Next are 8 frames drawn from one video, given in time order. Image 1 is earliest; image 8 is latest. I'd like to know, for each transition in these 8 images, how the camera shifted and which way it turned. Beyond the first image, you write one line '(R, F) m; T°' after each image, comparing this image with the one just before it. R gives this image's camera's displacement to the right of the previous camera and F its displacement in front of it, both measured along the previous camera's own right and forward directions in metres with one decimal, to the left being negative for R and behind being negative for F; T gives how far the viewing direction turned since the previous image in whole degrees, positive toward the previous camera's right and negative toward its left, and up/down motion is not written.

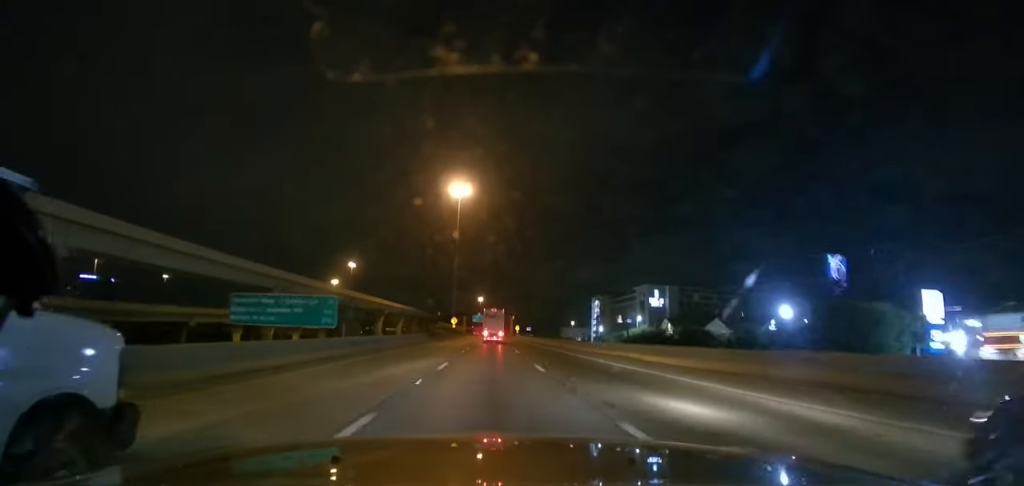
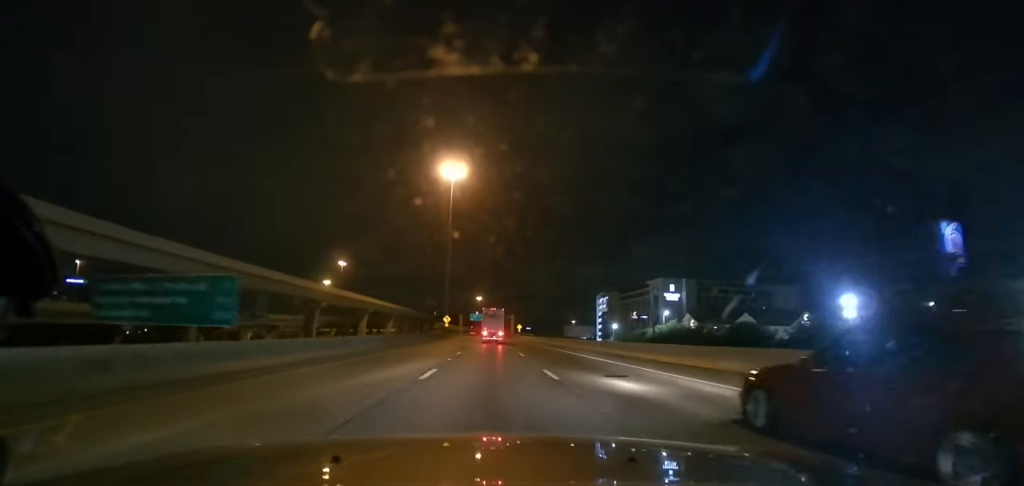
(-0.2, +15.6) m; -1°
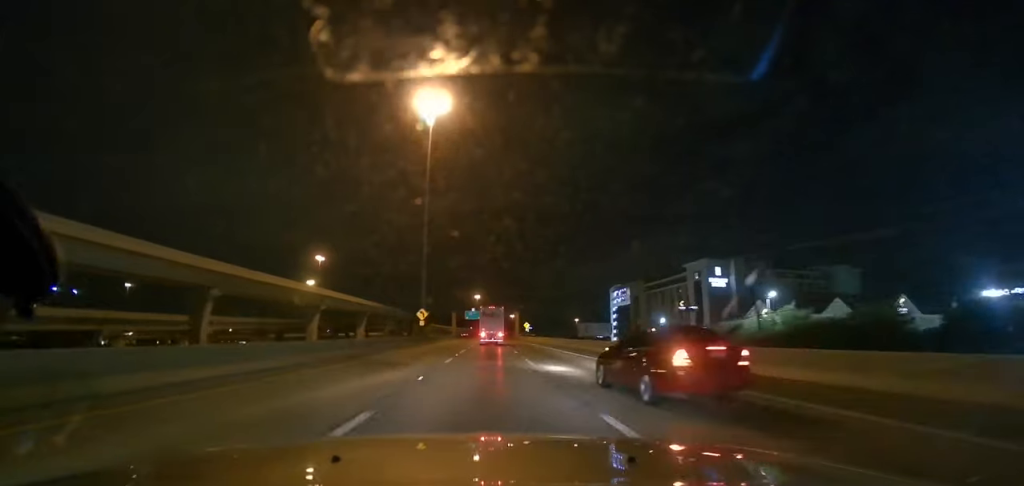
(0.0, +29.0) m; 0°
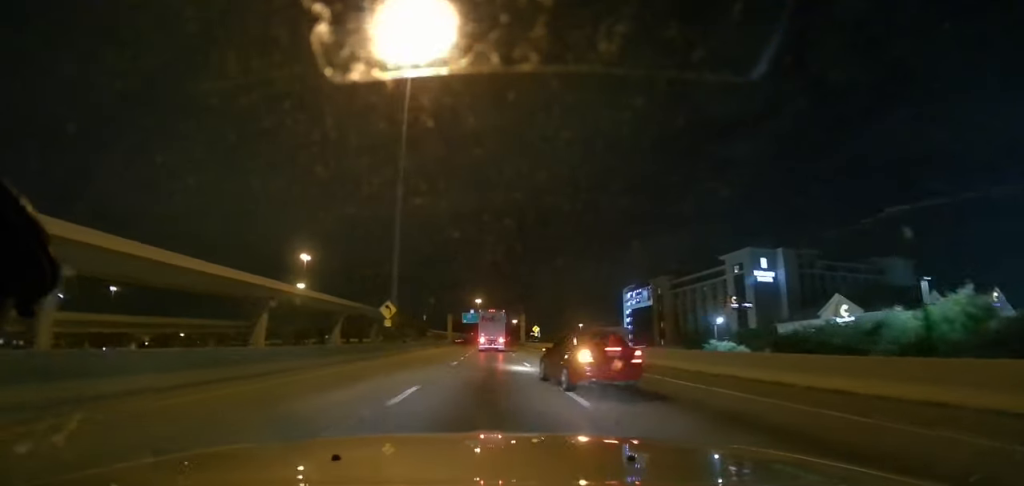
(0.0, +18.0) m; 0°
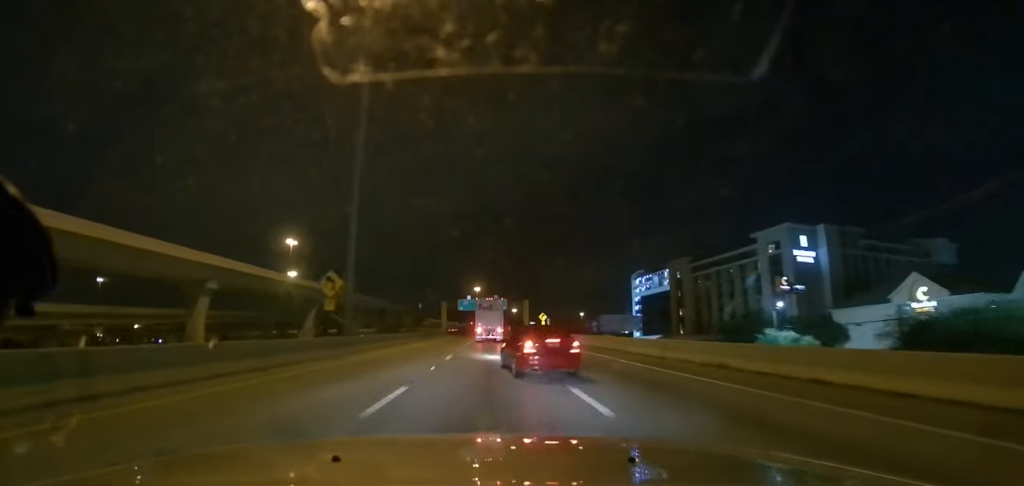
(0.0, +12.4) m; 0°
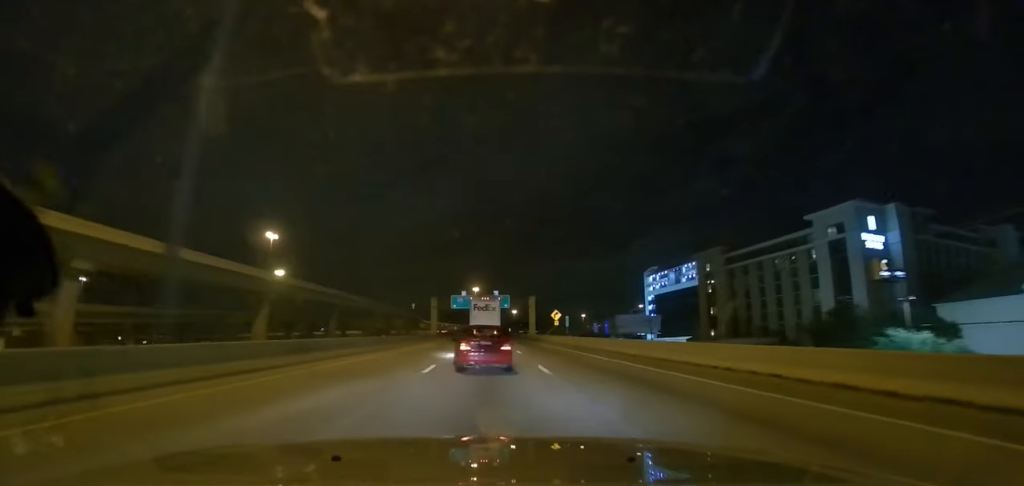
(0.0, +16.7) m; 0°
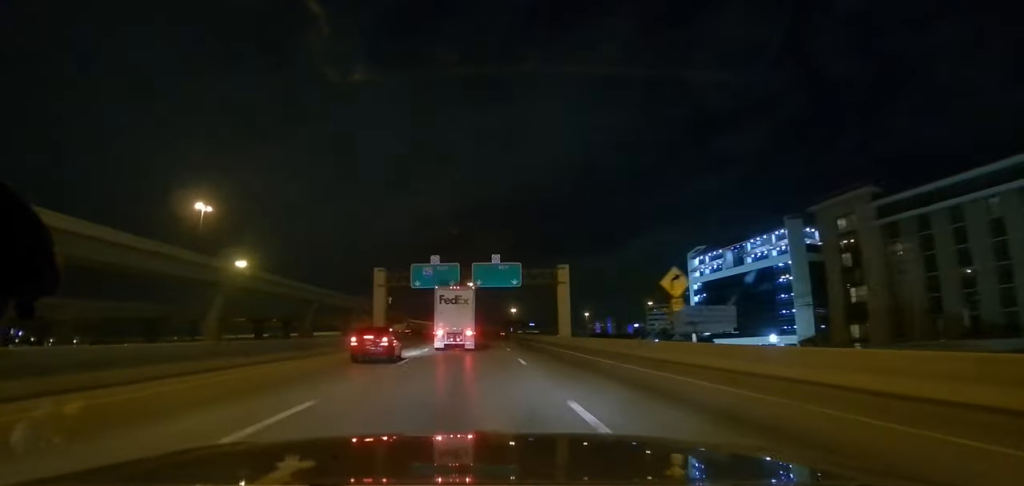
(+0.2, +43.4) m; 0°
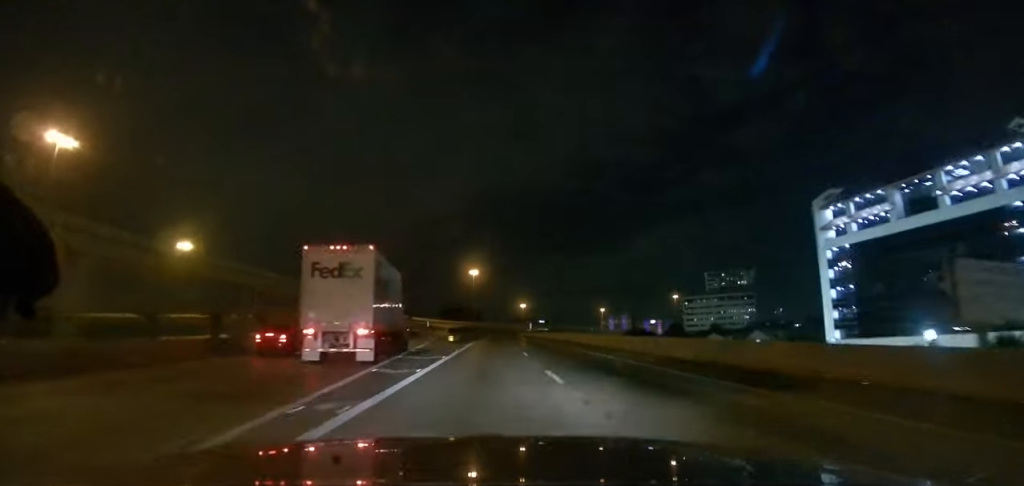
(-0.2, +61.3) m; 0°
